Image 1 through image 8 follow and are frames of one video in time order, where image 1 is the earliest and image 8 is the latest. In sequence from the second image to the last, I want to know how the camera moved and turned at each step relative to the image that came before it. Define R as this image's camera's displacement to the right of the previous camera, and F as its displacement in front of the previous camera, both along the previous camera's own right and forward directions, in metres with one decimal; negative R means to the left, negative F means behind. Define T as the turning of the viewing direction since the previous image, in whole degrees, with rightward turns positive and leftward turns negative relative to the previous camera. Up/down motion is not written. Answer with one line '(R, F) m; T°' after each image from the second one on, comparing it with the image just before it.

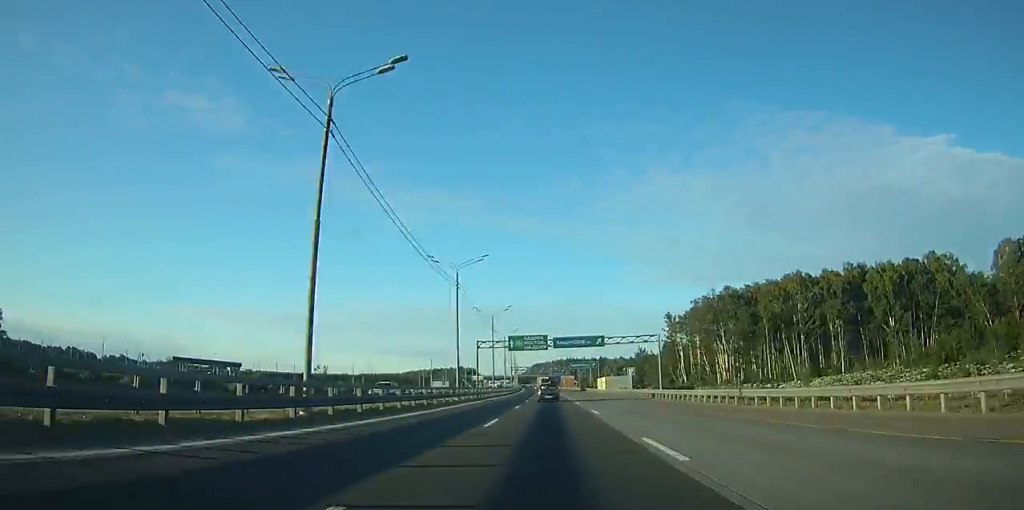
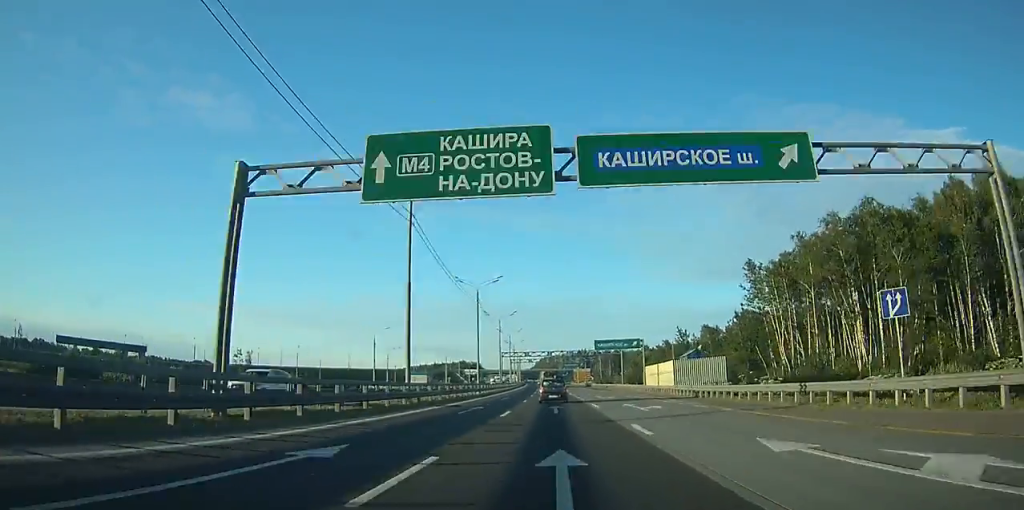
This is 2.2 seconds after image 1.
(-0.3, +58.1) m; -1°
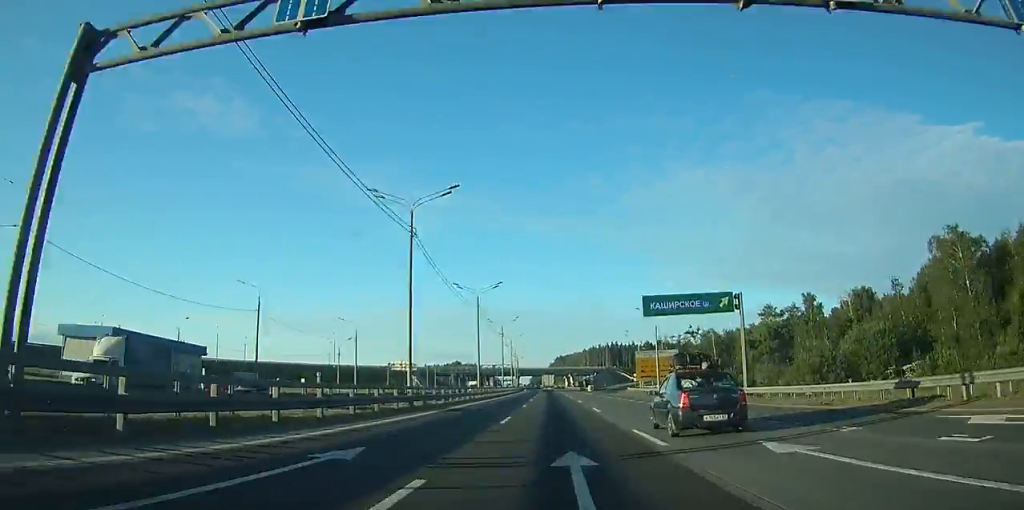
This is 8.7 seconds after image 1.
(-2.6, +151.4) m; -2°
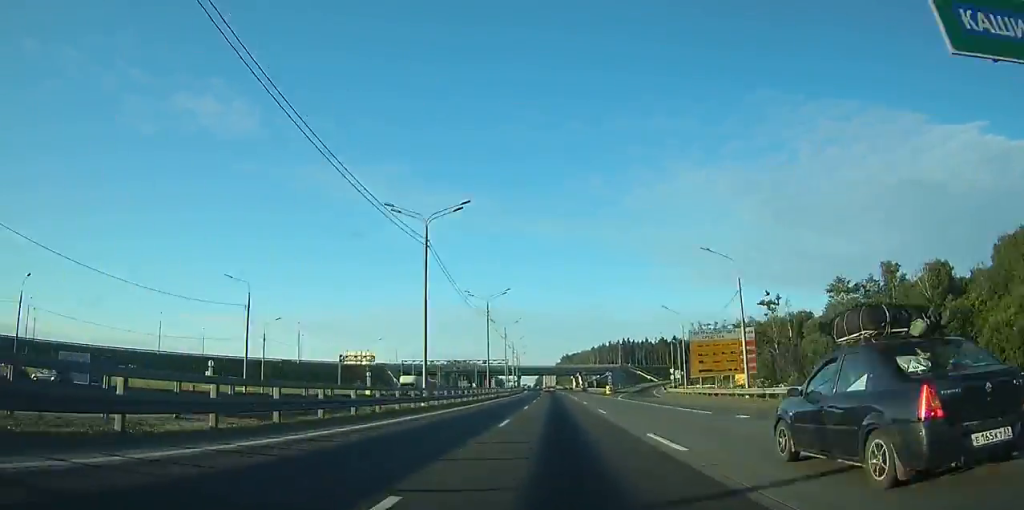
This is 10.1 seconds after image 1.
(-0.1, +33.0) m; 0°
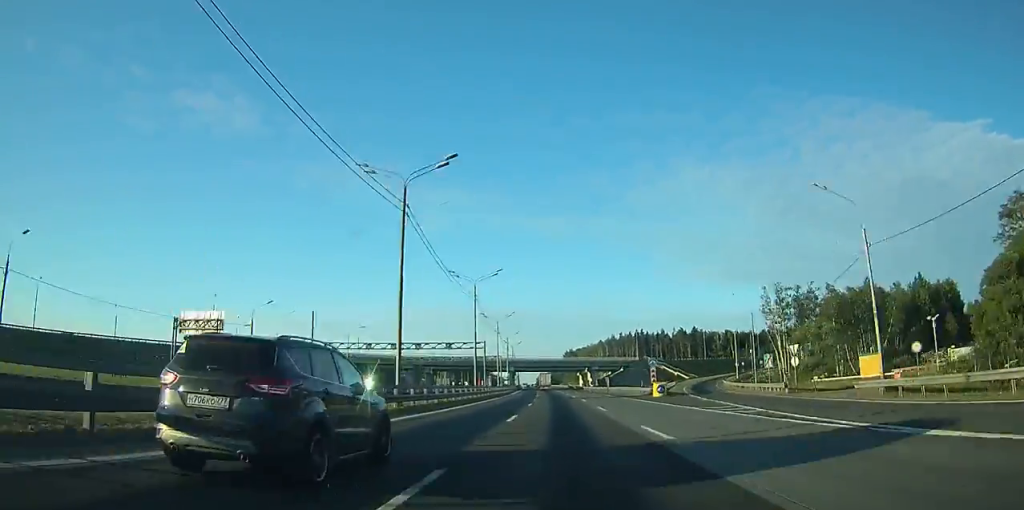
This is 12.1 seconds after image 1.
(-0.1, +45.7) m; 0°
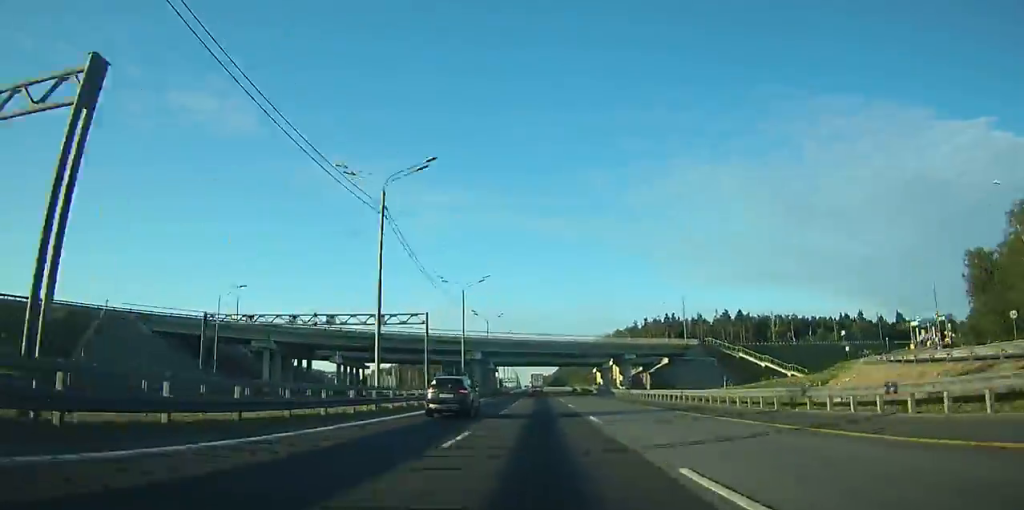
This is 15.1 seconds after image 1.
(-0.4, +72.7) m; -1°
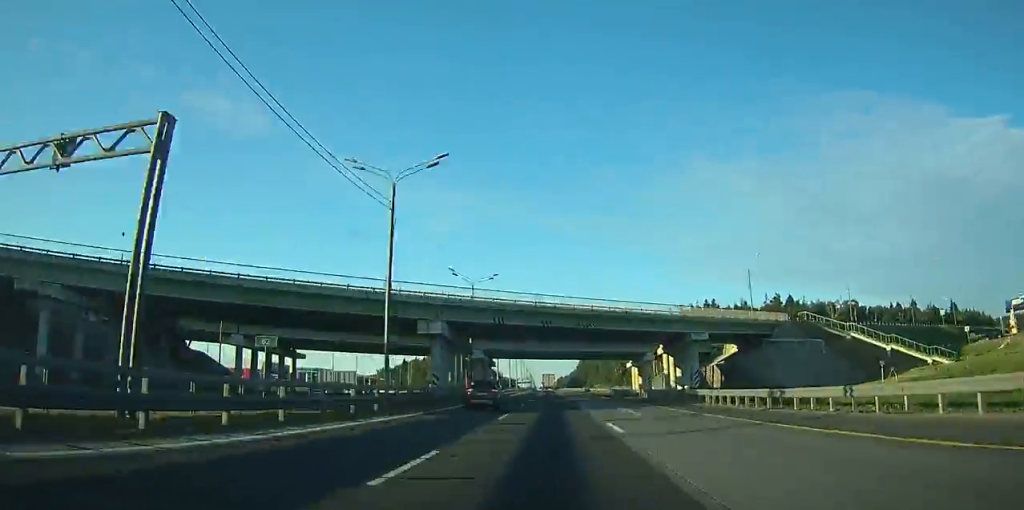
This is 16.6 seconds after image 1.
(-0.2, +36.9) m; -1°
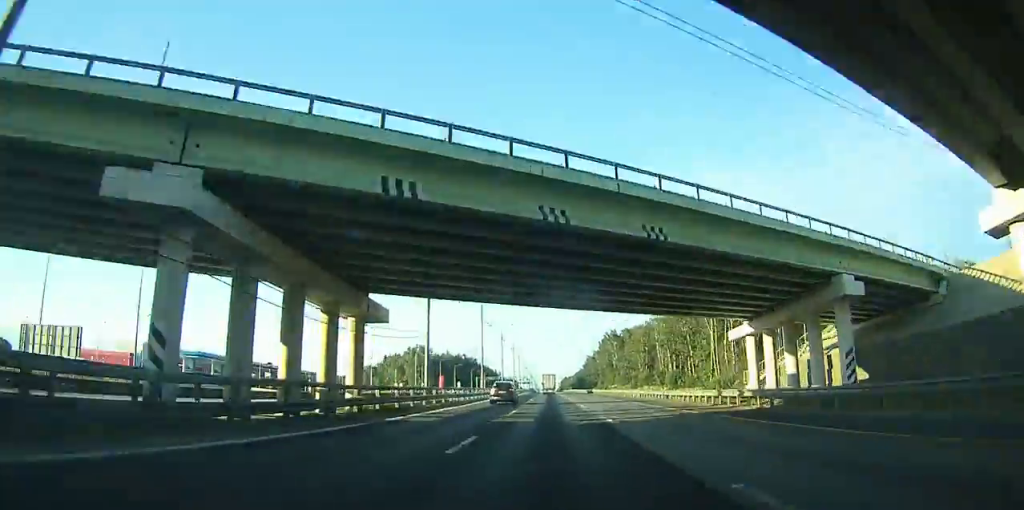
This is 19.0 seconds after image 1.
(-0.5, +62.3) m; -1°
